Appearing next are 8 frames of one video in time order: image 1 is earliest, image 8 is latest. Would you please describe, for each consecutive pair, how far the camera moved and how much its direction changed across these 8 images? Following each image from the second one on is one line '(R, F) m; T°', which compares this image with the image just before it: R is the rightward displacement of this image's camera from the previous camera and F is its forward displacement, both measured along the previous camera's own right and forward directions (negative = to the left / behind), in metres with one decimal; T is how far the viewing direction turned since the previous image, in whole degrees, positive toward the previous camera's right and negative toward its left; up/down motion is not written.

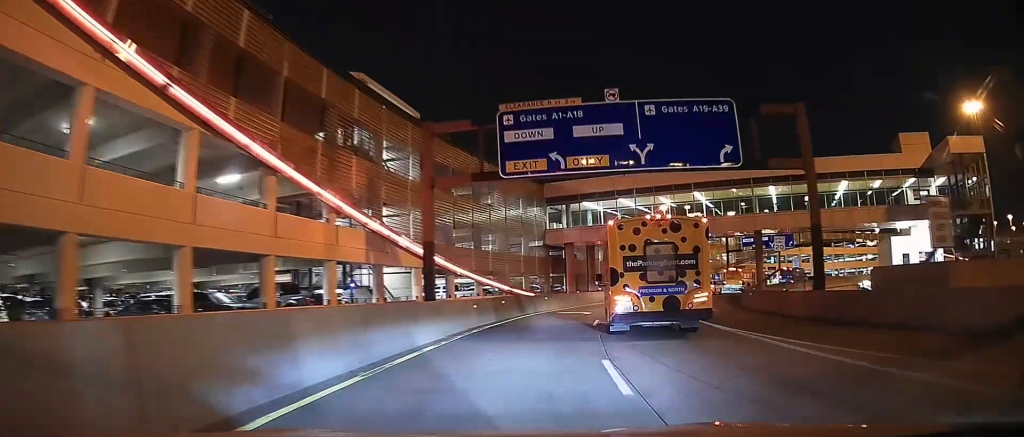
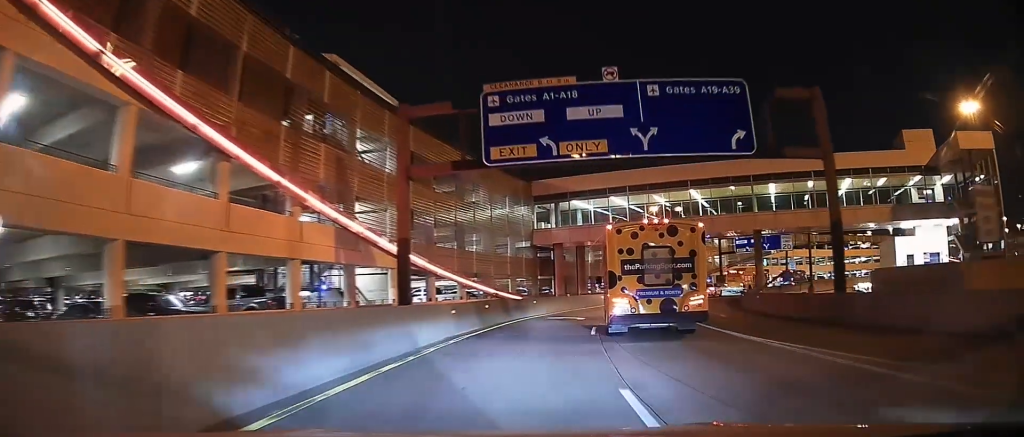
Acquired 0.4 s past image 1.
(-0.1, +2.7) m; +2°
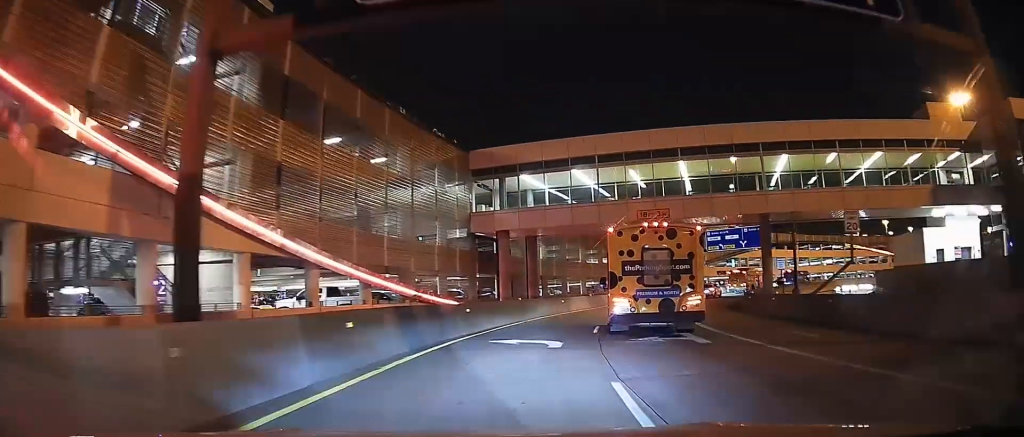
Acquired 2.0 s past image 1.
(+0.7, +10.7) m; +5°
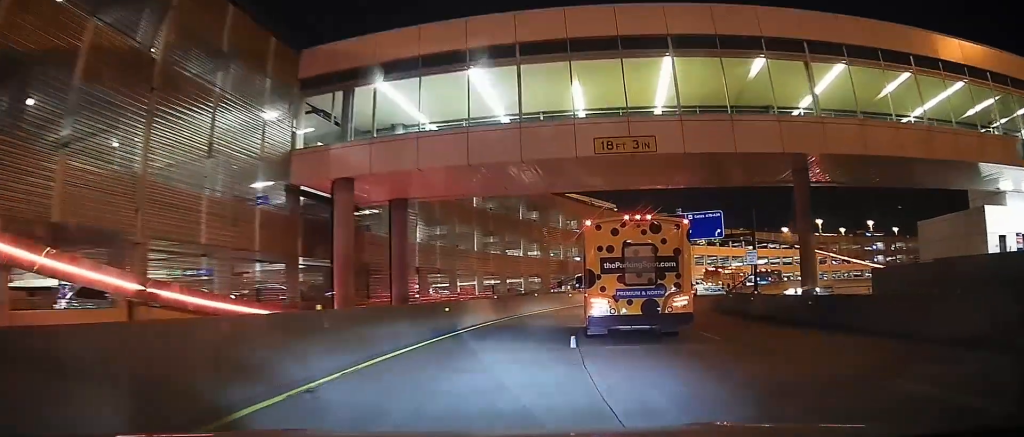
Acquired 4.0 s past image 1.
(+1.4, +15.6) m; +11°
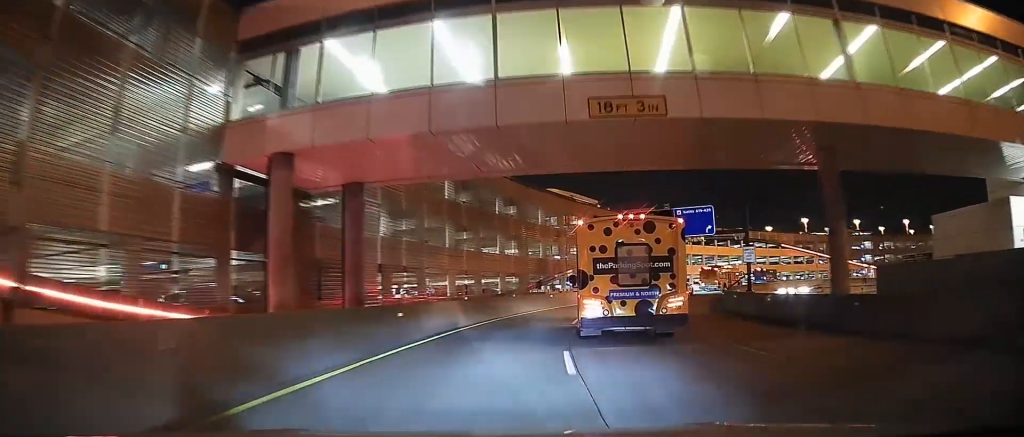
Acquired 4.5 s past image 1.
(-0.1, +4.1) m; +2°
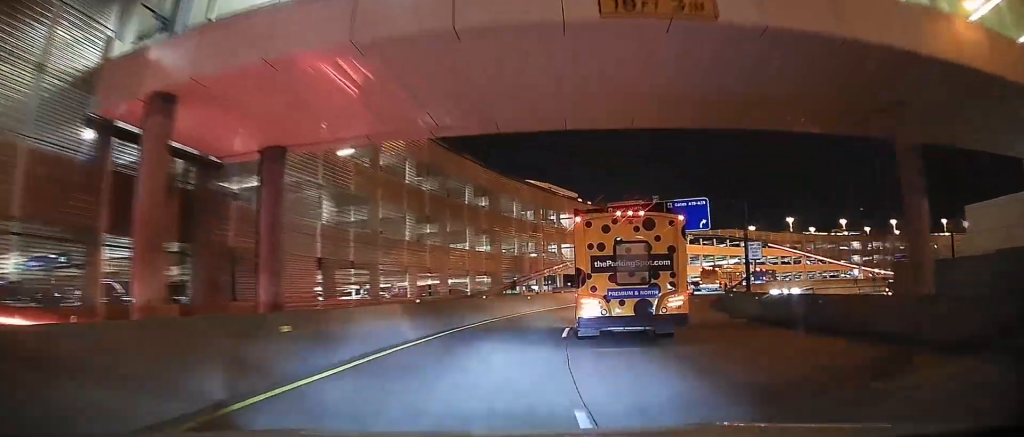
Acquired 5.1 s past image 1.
(+0.2, +5.8) m; +3°
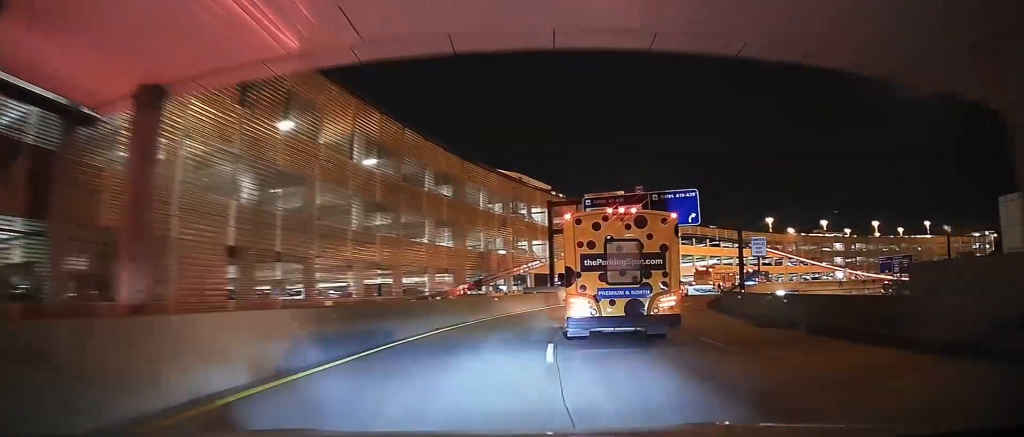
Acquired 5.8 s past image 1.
(+0.3, +5.4) m; +3°
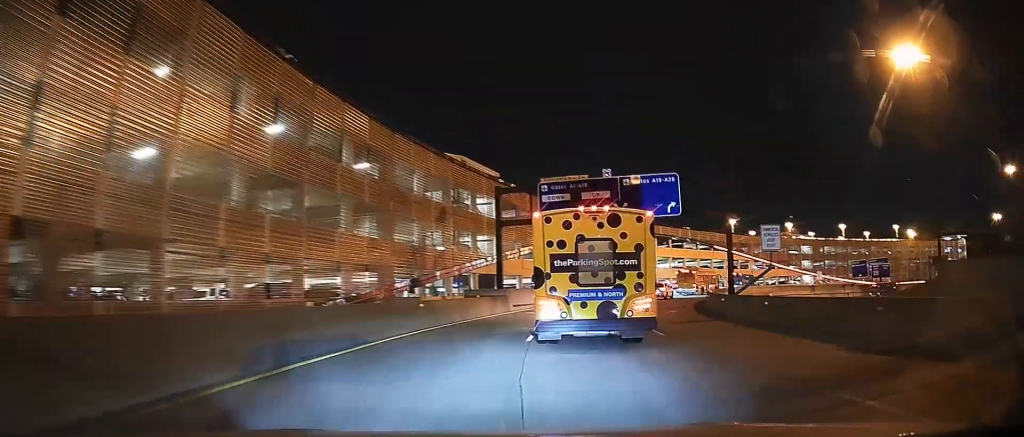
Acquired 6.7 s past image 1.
(0.0, +8.1) m; +1°
